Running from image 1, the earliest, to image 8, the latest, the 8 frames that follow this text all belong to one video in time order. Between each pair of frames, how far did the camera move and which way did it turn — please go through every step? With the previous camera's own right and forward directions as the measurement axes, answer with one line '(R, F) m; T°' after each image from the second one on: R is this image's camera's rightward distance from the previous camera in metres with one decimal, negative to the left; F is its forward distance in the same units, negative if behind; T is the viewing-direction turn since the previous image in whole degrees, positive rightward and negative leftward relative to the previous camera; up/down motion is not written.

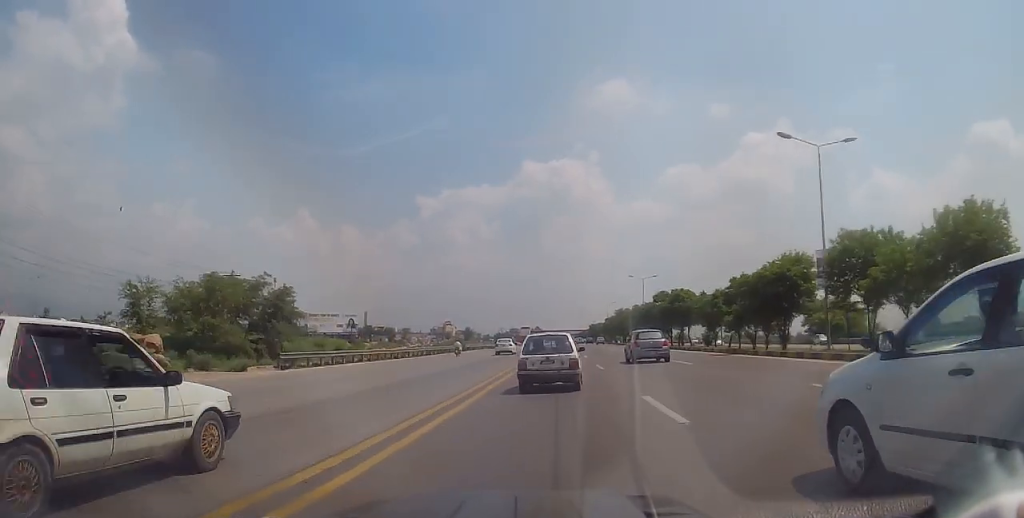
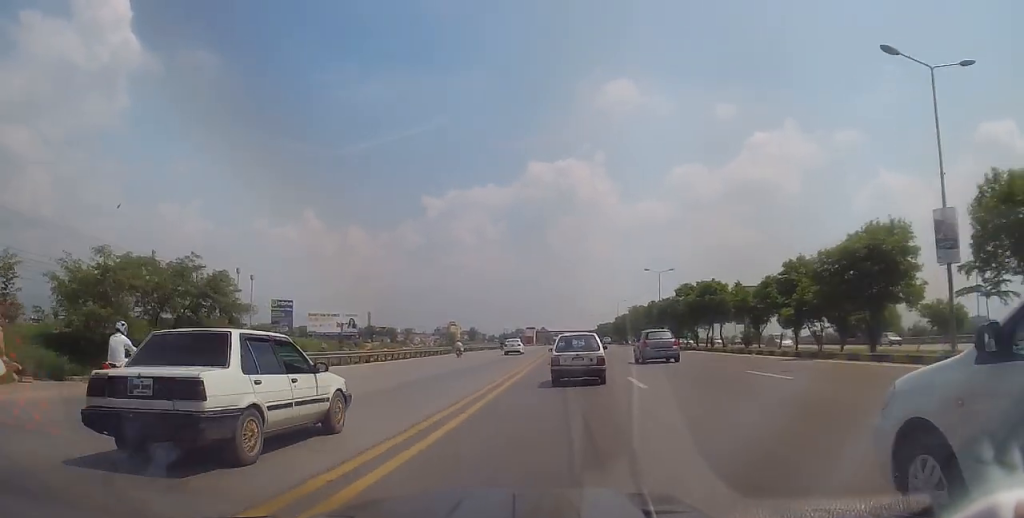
(-0.1, +9.9) m; +1°
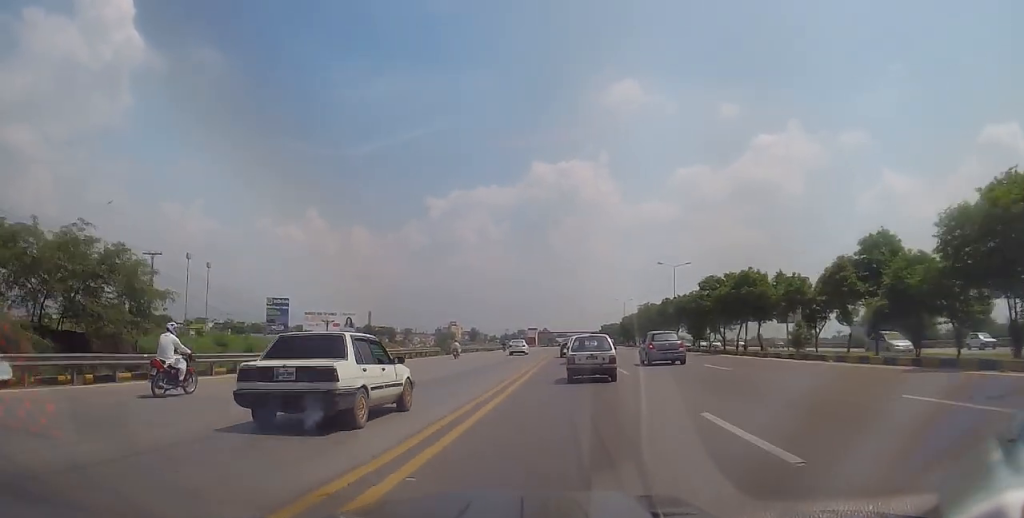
(+0.2, +9.2) m; 0°
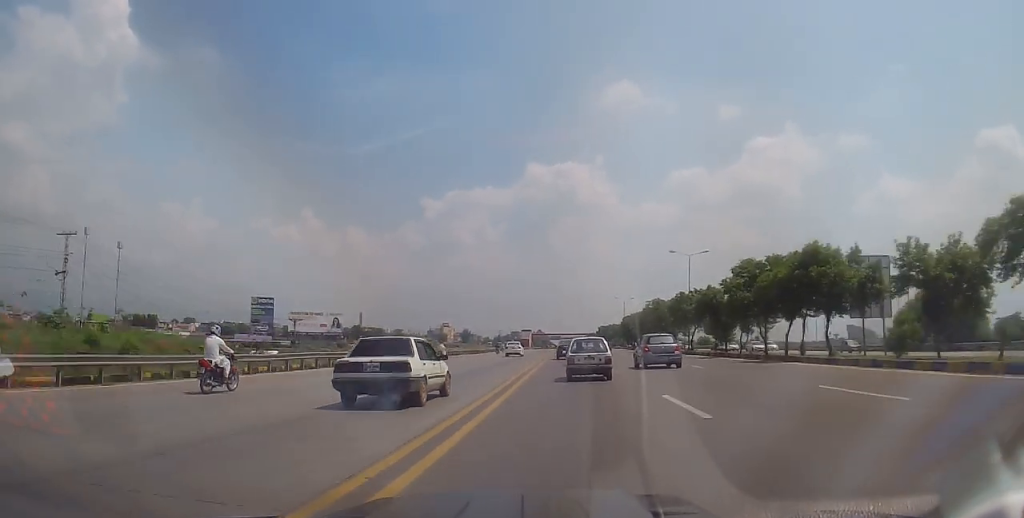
(+0.1, +12.0) m; 0°
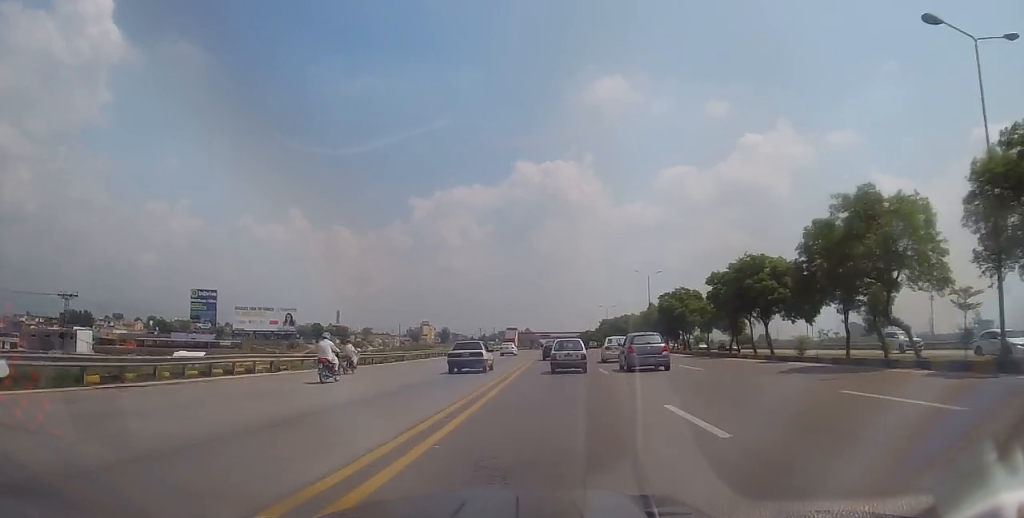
(-0.2, +49.9) m; 0°
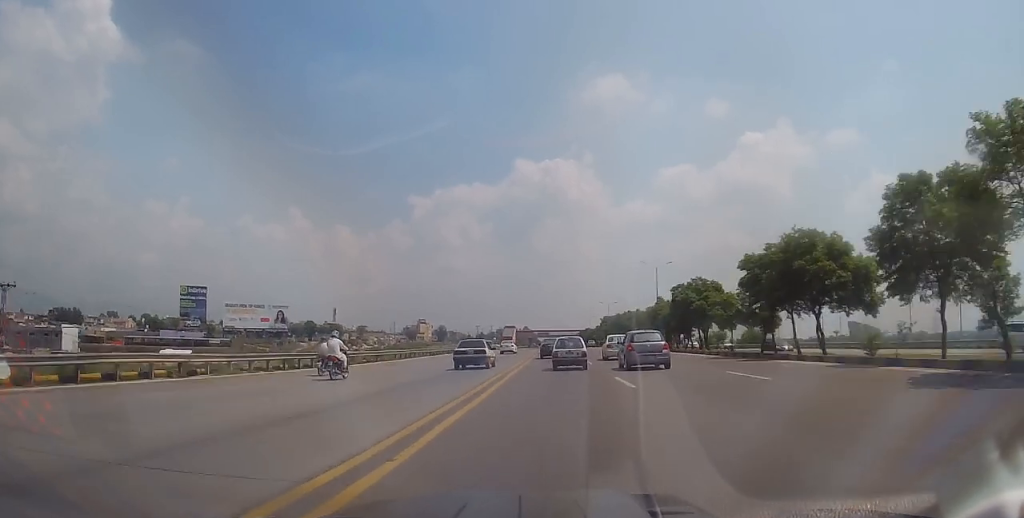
(-0.1, +7.8) m; +1°
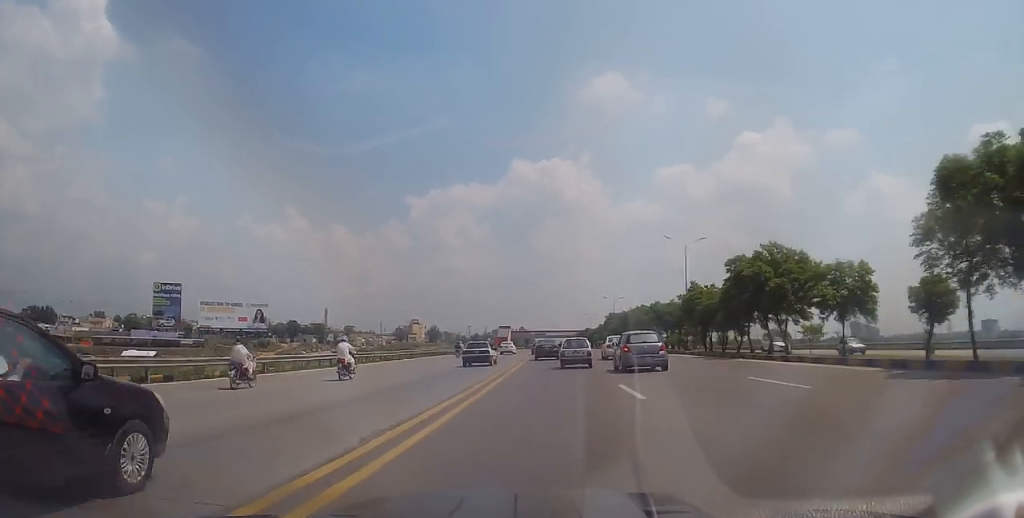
(+0.4, +18.8) m; +1°
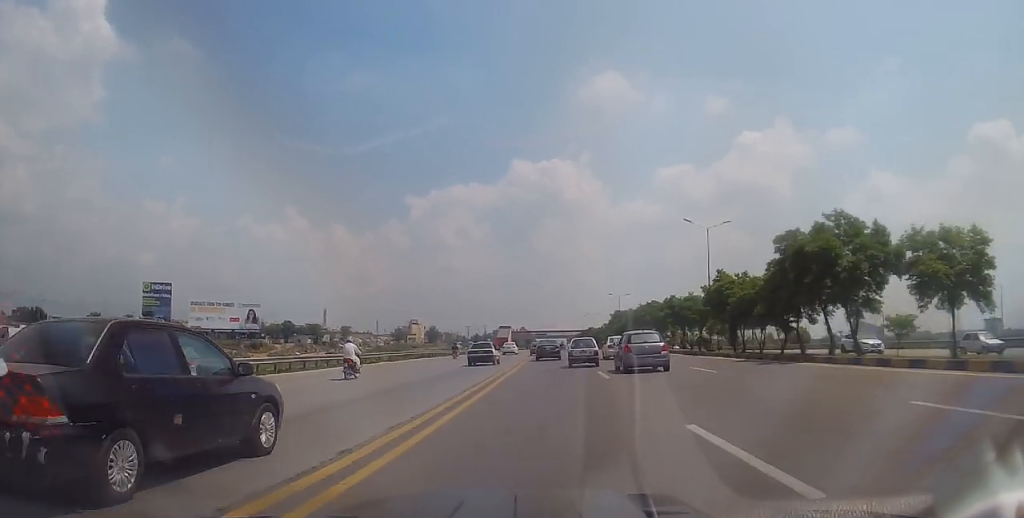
(0.0, +8.4) m; 0°
